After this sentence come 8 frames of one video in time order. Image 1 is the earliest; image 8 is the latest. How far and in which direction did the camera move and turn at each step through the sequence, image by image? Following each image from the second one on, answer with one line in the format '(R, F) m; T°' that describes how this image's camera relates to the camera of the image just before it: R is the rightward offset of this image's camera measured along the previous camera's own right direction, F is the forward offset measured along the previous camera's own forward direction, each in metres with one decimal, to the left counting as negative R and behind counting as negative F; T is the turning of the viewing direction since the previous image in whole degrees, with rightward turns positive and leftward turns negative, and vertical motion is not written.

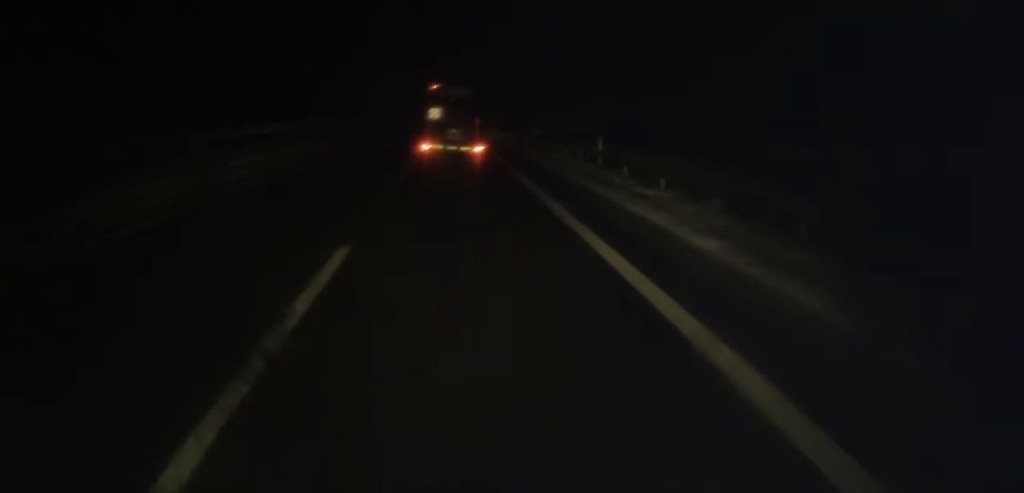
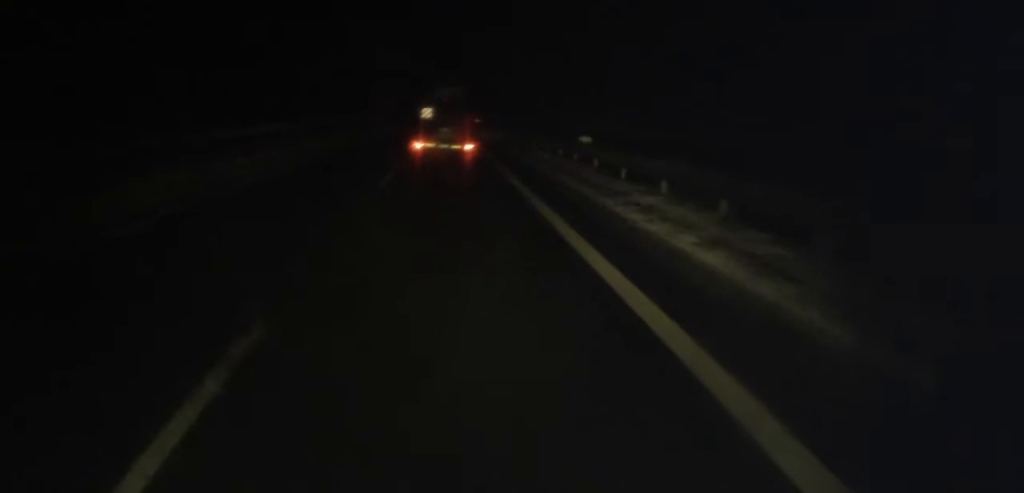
(-0.2, +20.6) m; 0°
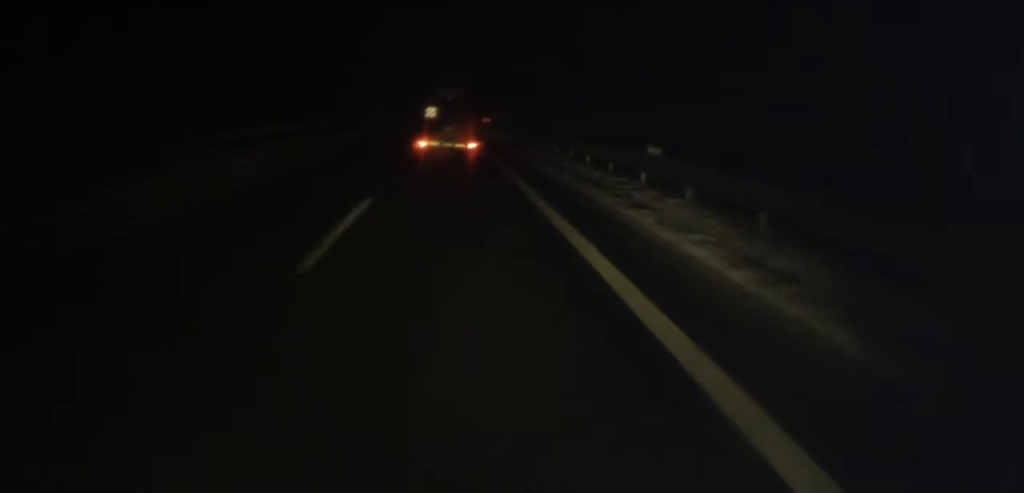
(-0.2, +9.6) m; 0°
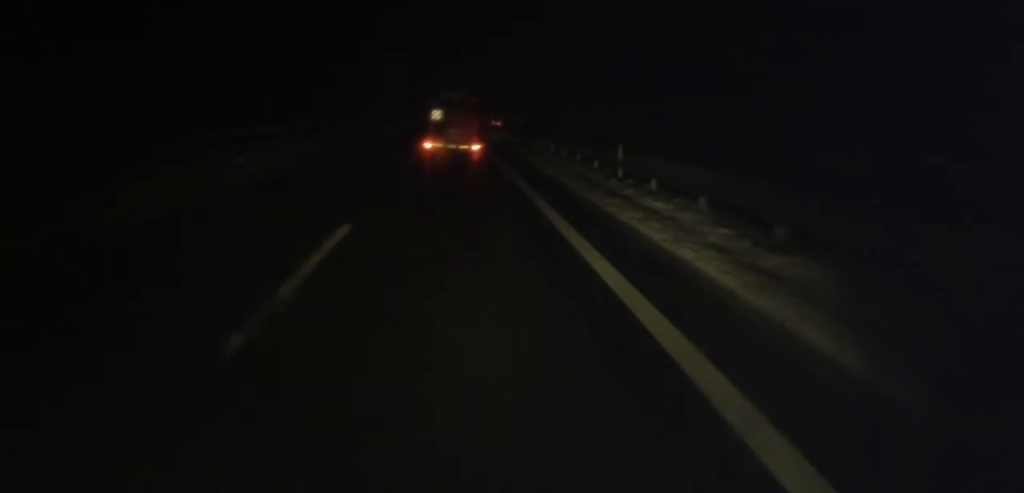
(+0.5, +20.1) m; 0°
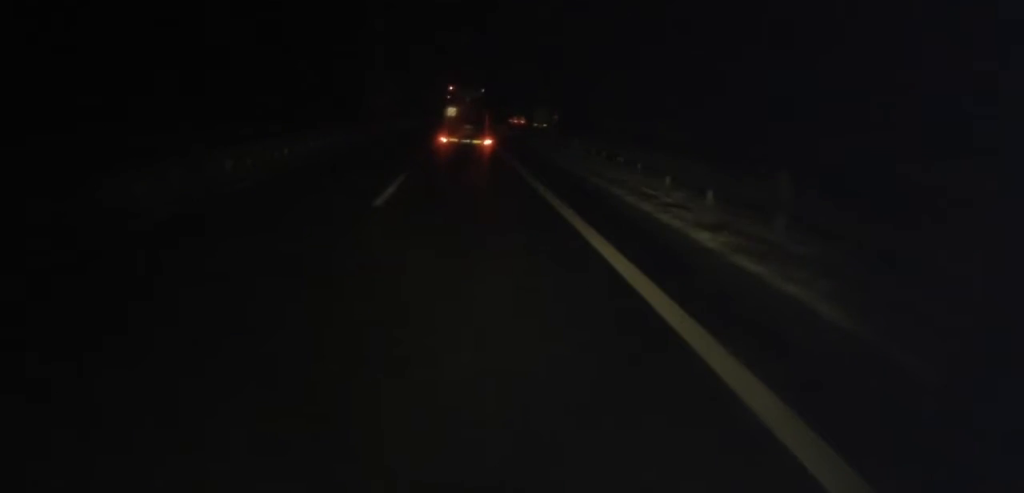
(-1.3, +61.8) m; -2°
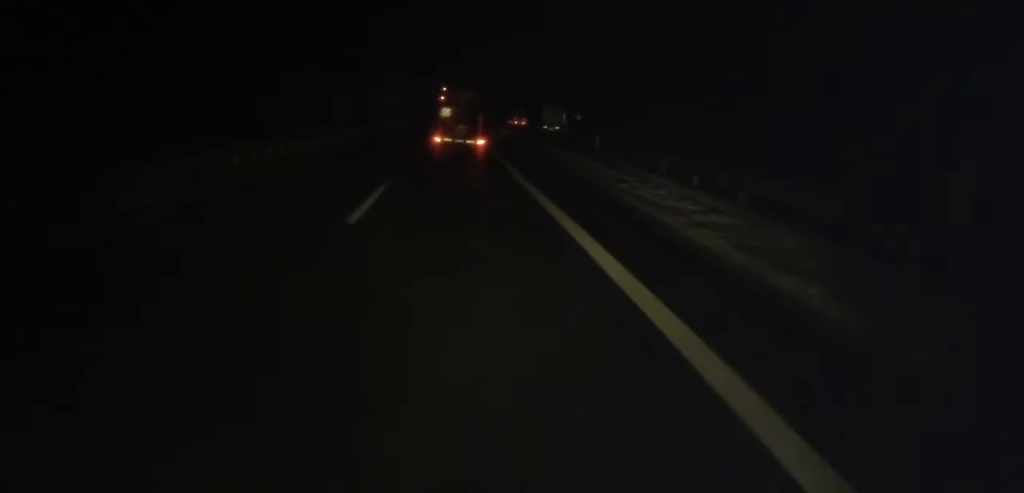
(-0.3, +19.9) m; 0°
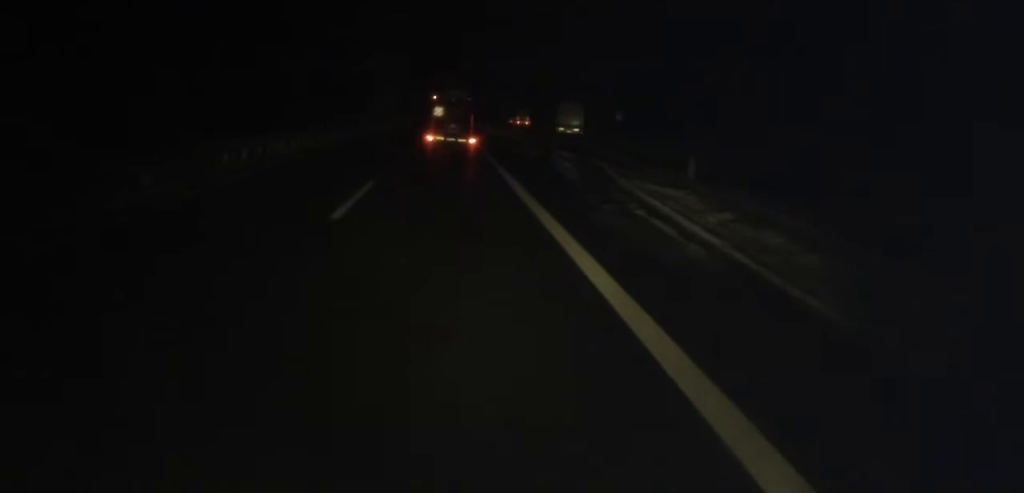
(0.0, +17.8) m; 0°
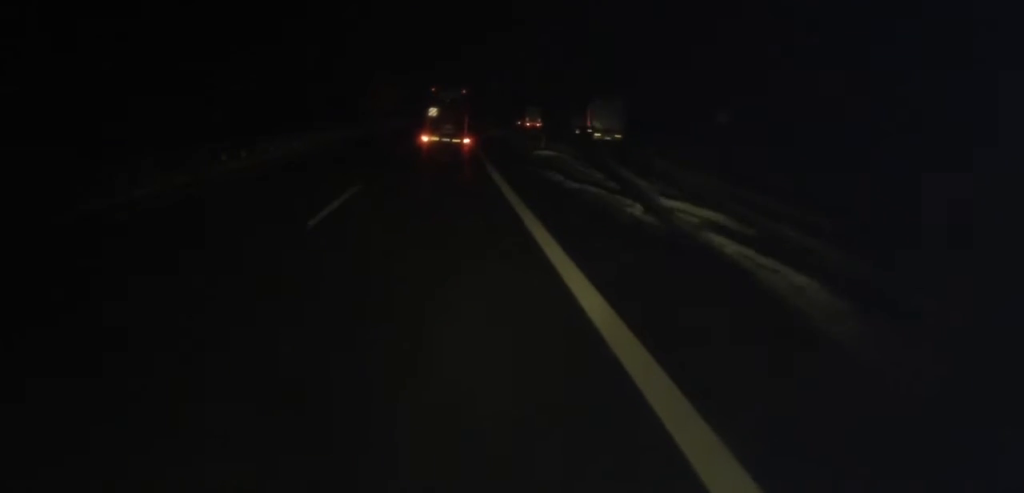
(+0.3, +18.6) m; 0°
